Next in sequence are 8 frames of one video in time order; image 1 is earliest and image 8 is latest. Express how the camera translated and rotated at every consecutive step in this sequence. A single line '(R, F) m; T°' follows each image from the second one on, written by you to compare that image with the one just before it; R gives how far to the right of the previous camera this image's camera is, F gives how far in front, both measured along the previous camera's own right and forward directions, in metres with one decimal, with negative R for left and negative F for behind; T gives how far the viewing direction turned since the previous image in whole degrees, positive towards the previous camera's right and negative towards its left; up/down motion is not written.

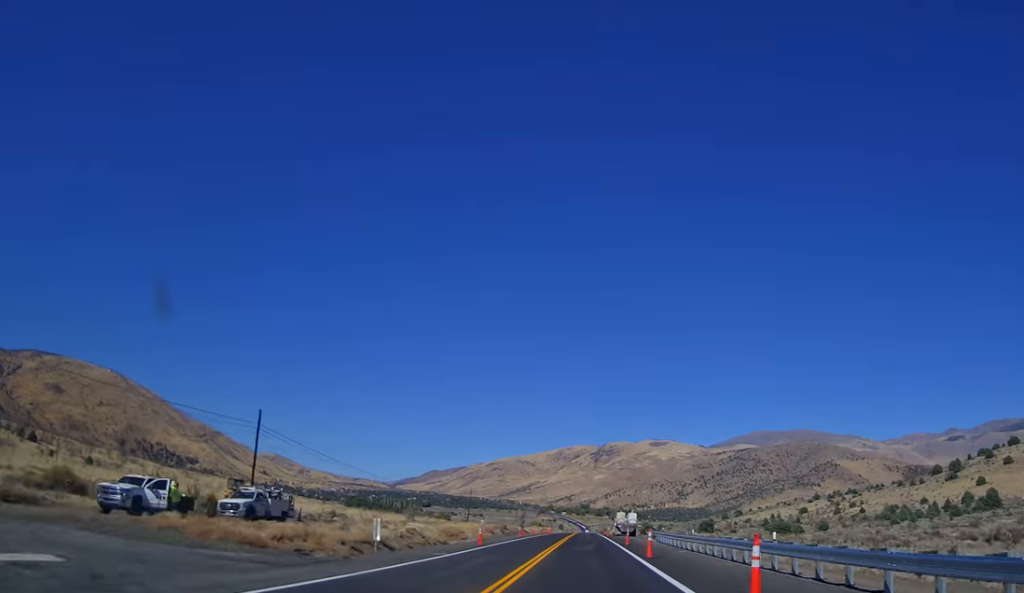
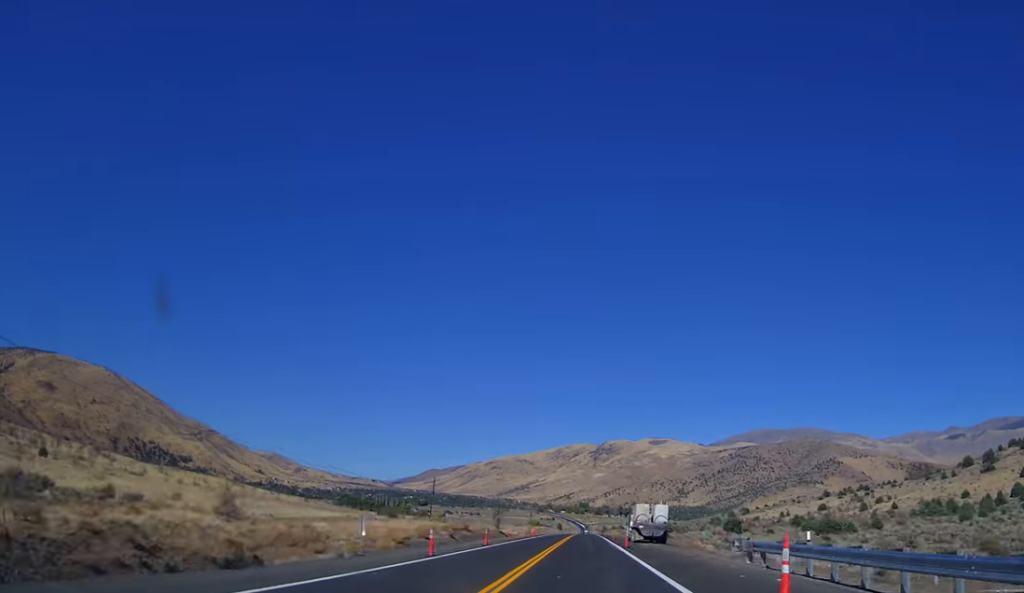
(+0.1, +33.4) m; 0°
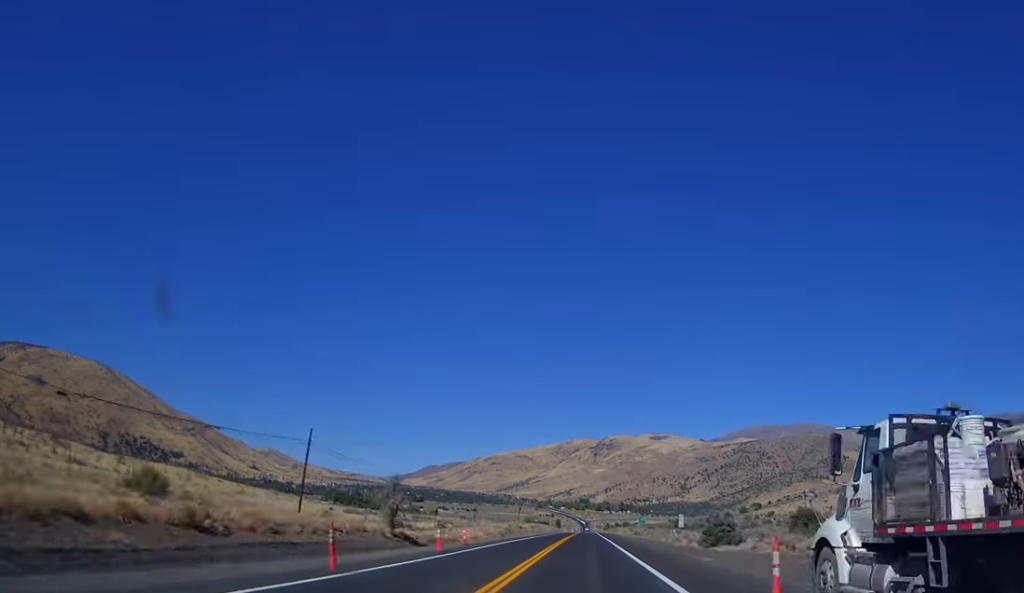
(0.0, +50.0) m; 0°
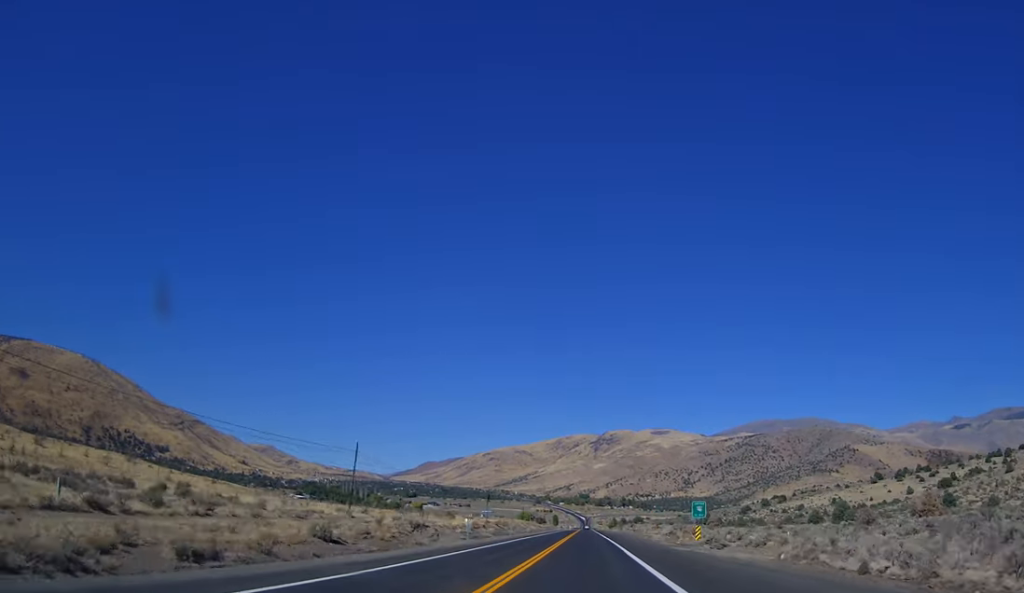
(-0.1, +79.0) m; 0°
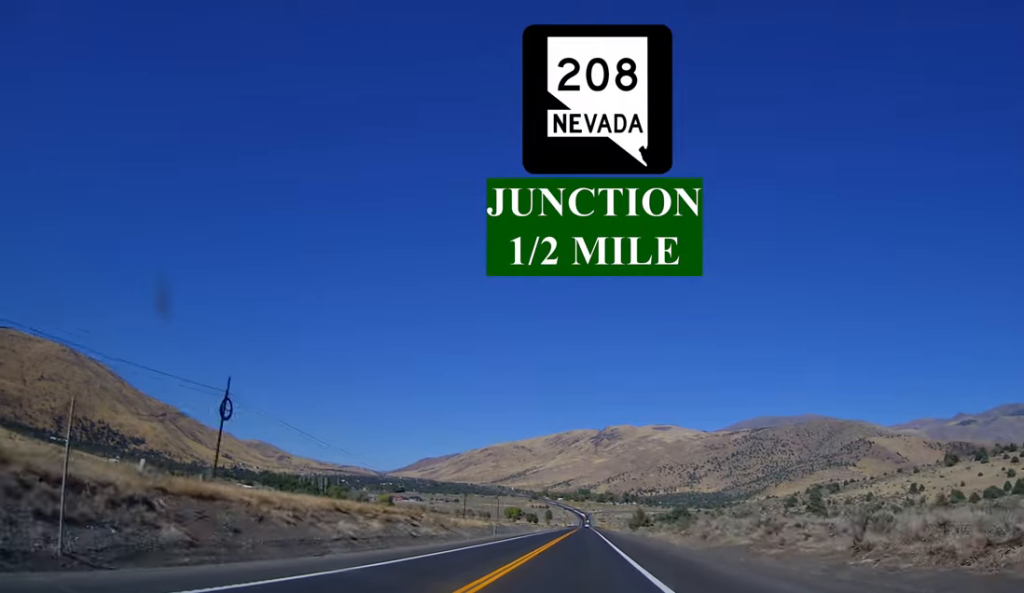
(+0.3, +120.1) m; 0°
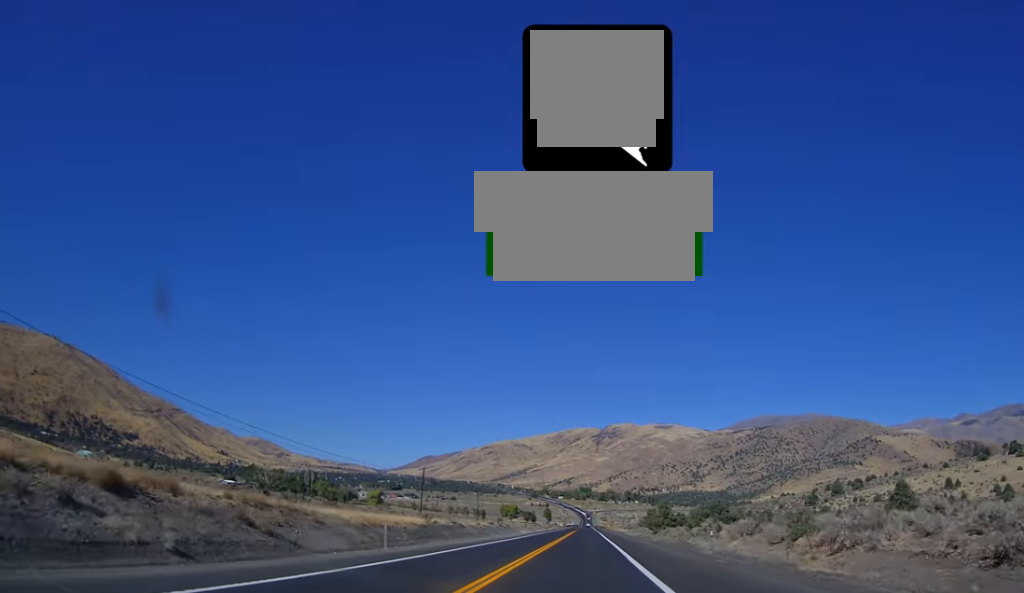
(0.0, +36.5) m; 0°
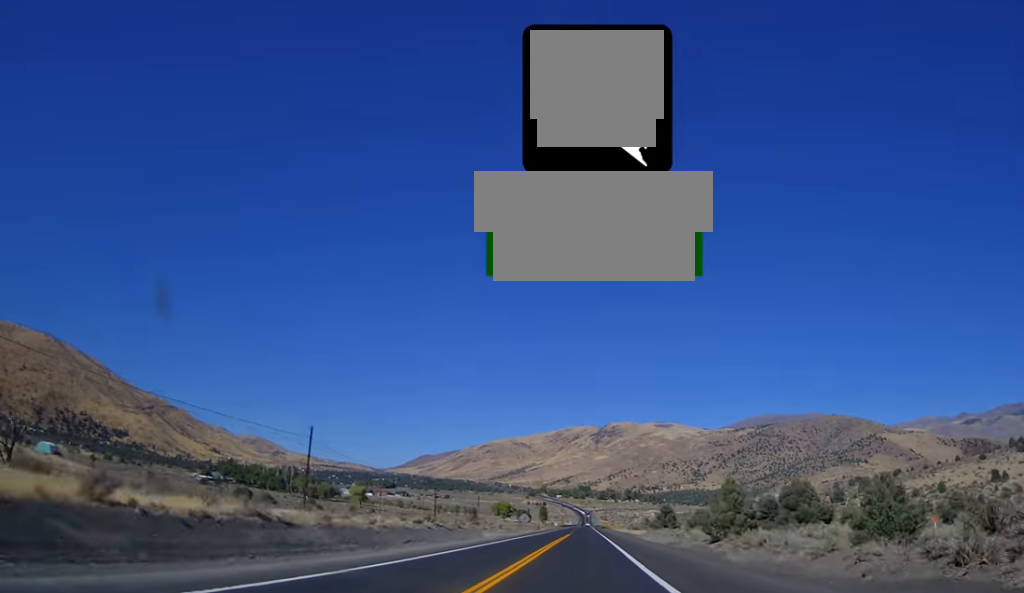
(-0.1, +41.9) m; 0°
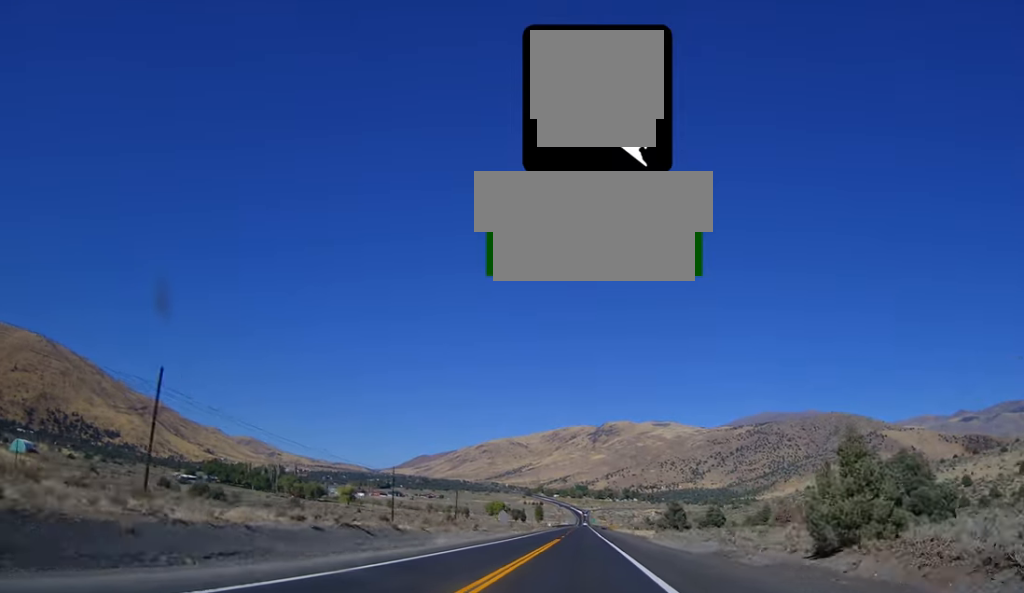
(-0.1, +22.7) m; 0°
